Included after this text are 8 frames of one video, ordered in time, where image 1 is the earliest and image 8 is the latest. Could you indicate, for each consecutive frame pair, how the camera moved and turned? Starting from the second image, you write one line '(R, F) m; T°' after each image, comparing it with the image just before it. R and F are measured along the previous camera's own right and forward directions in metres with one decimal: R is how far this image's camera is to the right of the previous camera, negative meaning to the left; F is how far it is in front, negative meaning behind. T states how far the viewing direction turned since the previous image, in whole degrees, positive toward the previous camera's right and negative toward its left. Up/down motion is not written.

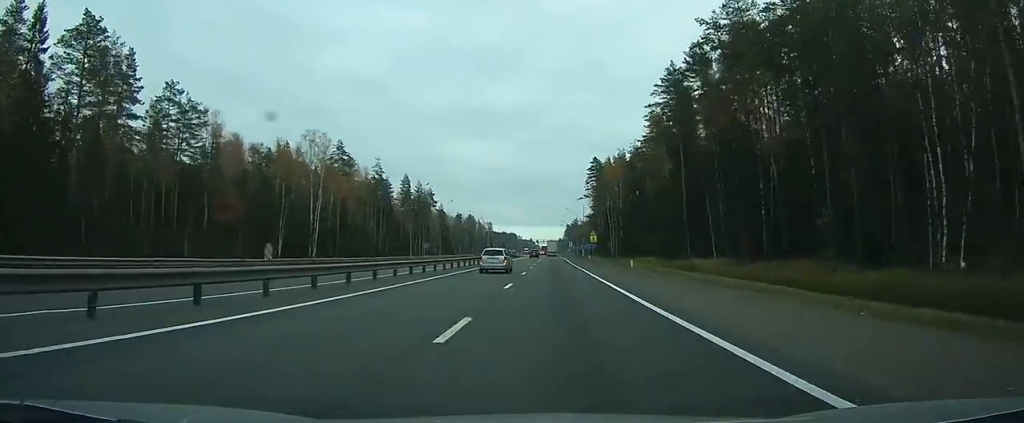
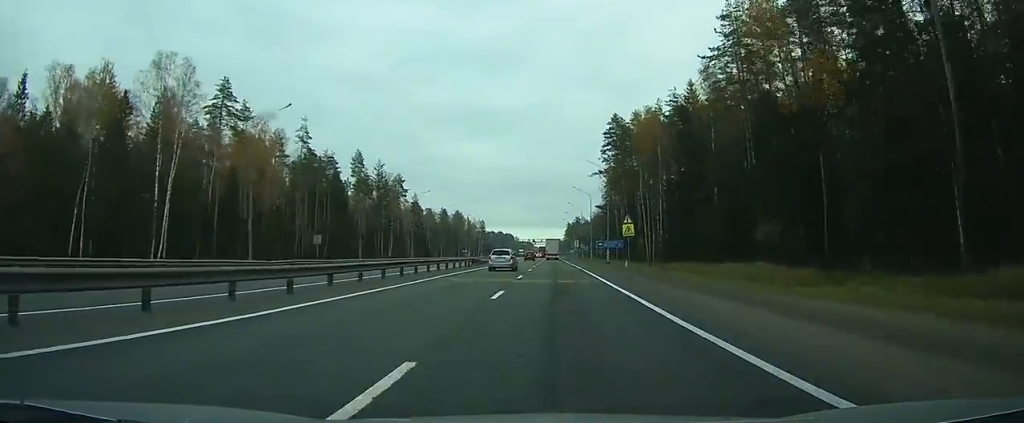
(-0.1, +51.6) m; 0°
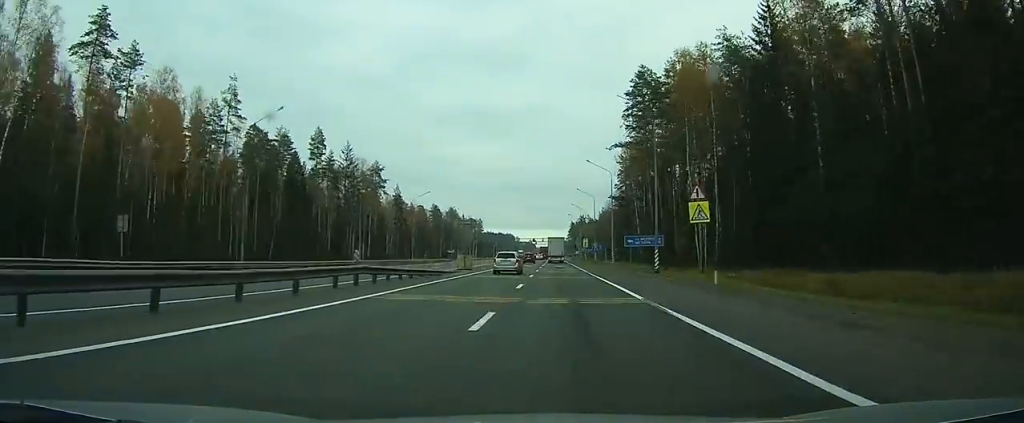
(0.0, +30.4) m; 0°
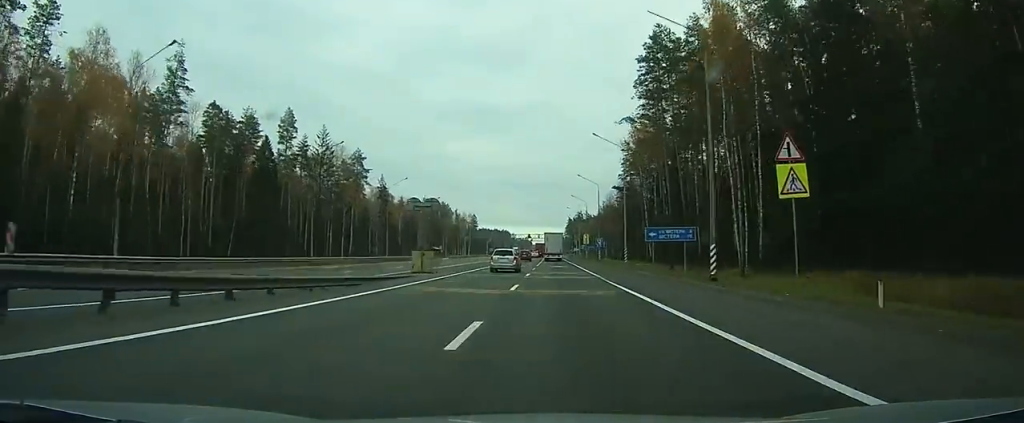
(0.0, +15.3) m; 0°
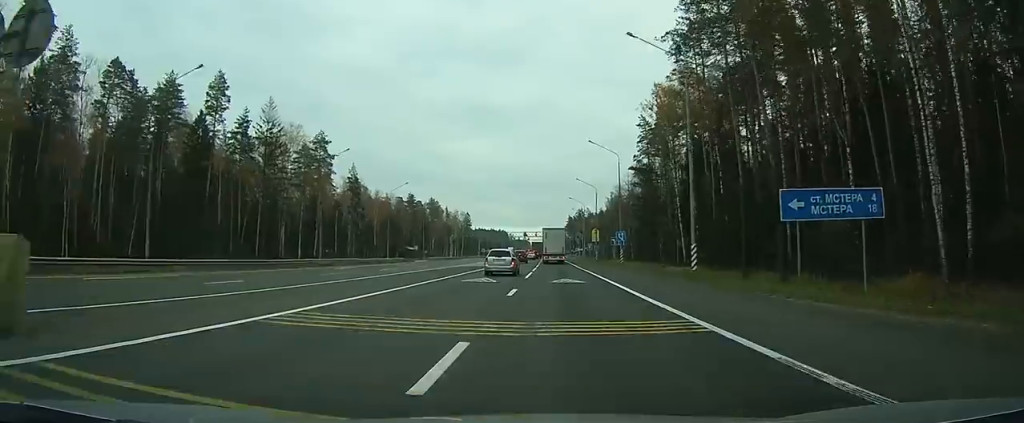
(+0.2, +25.2) m; 0°
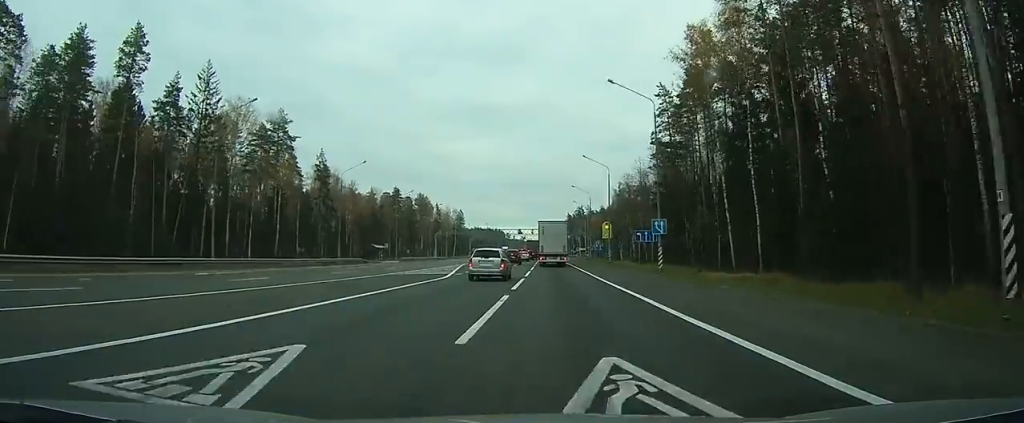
(-0.1, +18.8) m; -1°
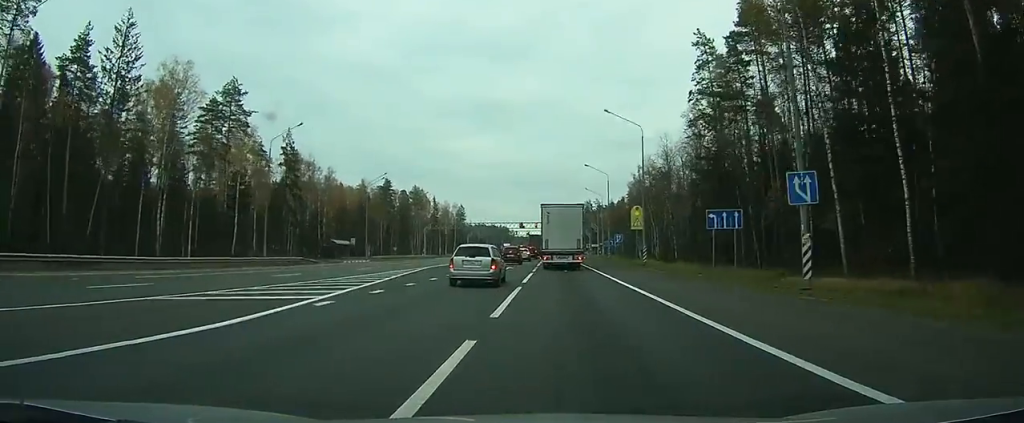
(-0.2, +18.7) m; -2°
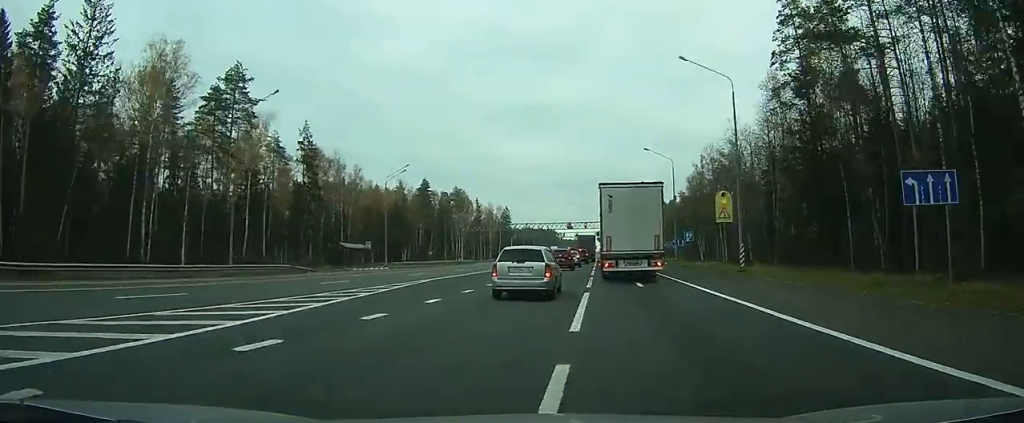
(-0.1, +12.1) m; -2°
